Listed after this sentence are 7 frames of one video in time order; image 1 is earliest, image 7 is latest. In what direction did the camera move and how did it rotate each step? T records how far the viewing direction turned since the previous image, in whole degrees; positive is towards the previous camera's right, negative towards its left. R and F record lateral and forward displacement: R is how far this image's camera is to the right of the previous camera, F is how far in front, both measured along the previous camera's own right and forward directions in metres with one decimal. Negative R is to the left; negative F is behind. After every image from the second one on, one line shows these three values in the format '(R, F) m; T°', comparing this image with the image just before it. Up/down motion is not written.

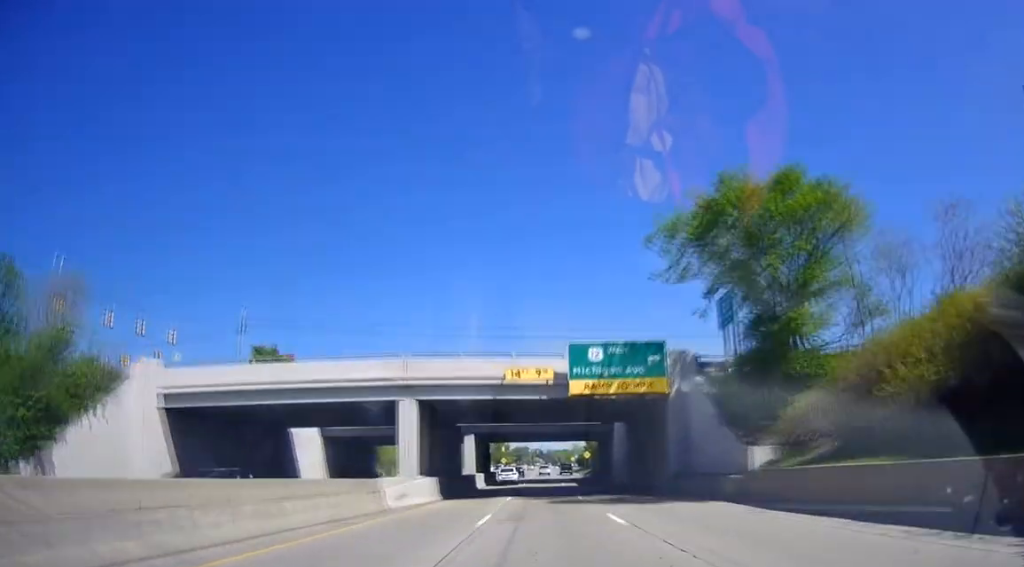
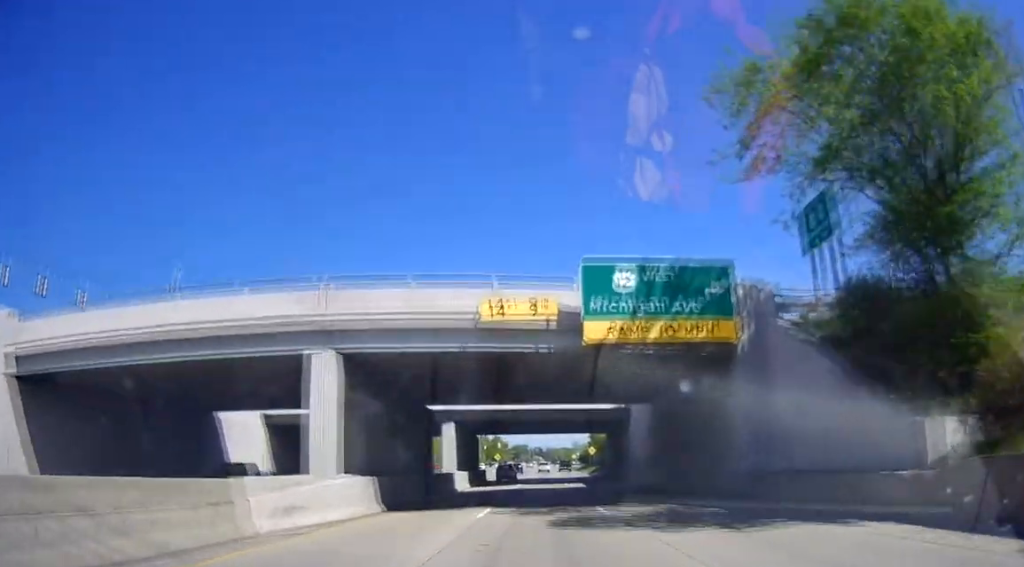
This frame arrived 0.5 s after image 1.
(0.0, +13.4) m; 0°
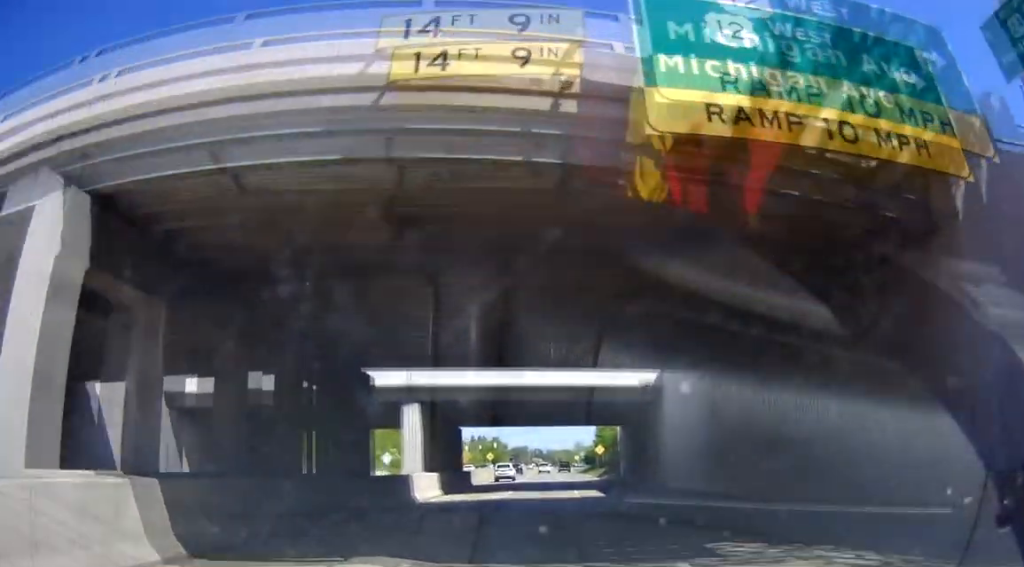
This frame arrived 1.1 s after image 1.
(0.0, +14.1) m; 0°
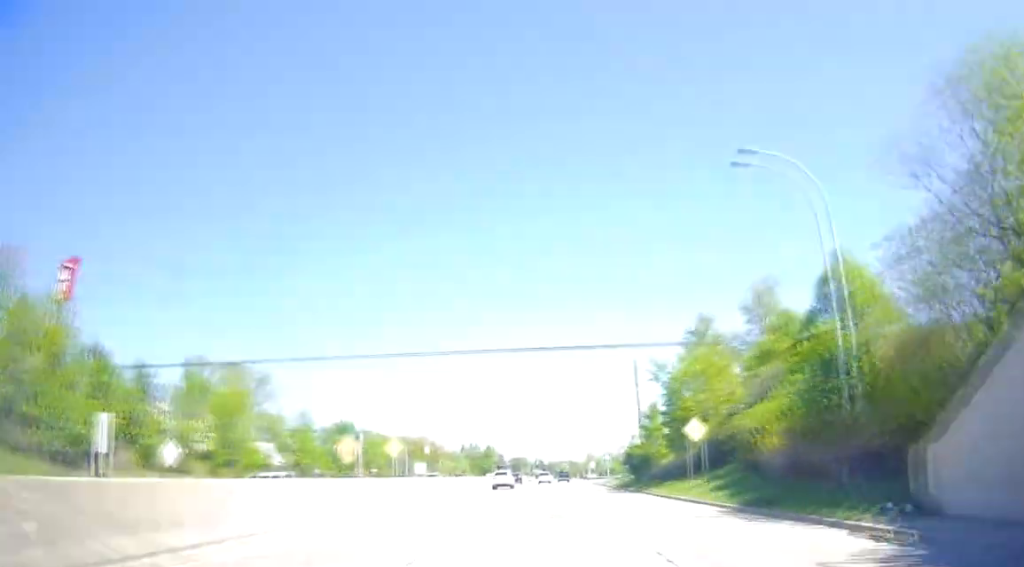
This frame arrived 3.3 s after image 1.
(-0.6, +55.0) m; 0°
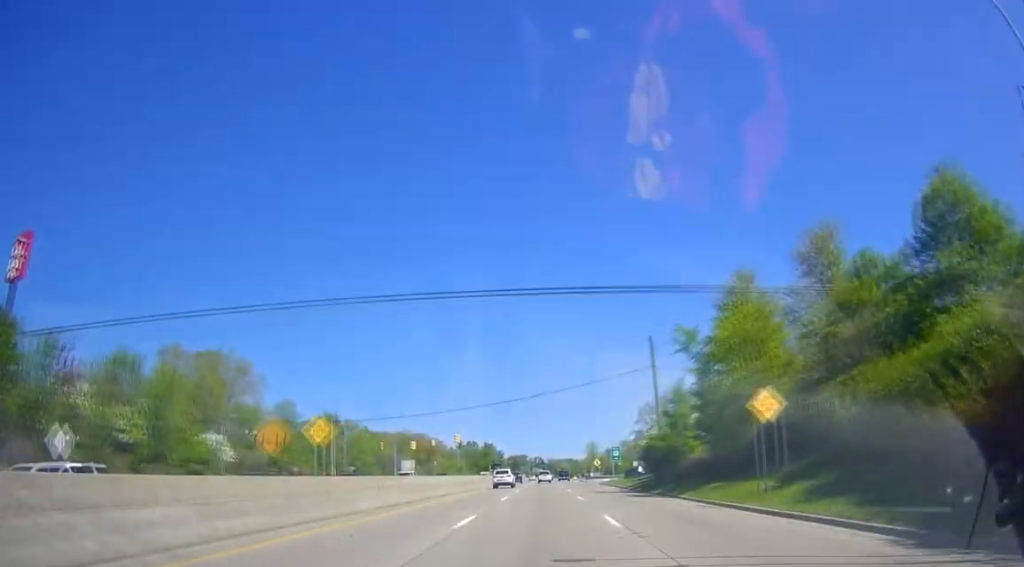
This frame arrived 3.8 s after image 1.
(+0.1, +10.6) m; 0°
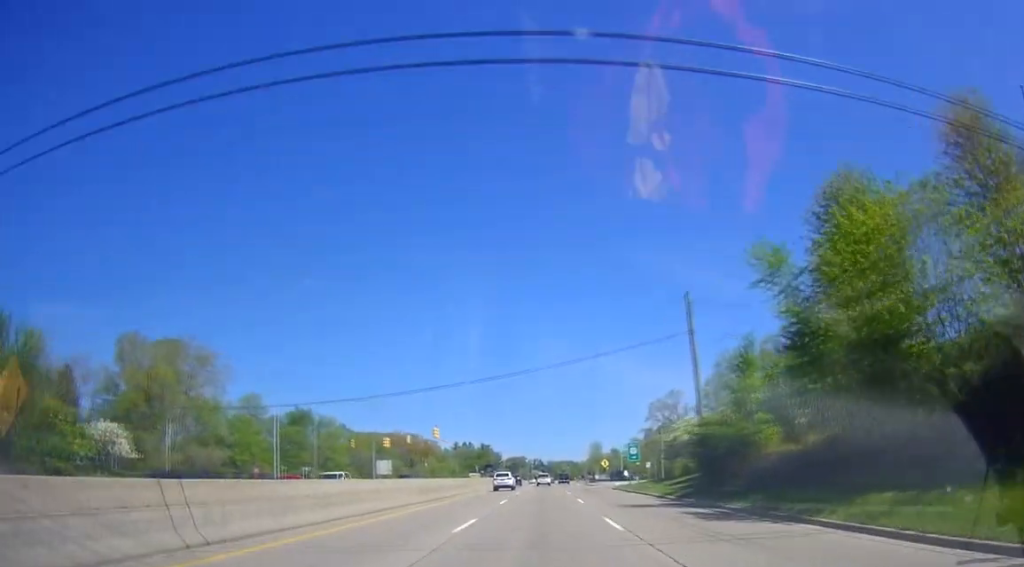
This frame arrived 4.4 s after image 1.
(0.0, +15.4) m; 0°
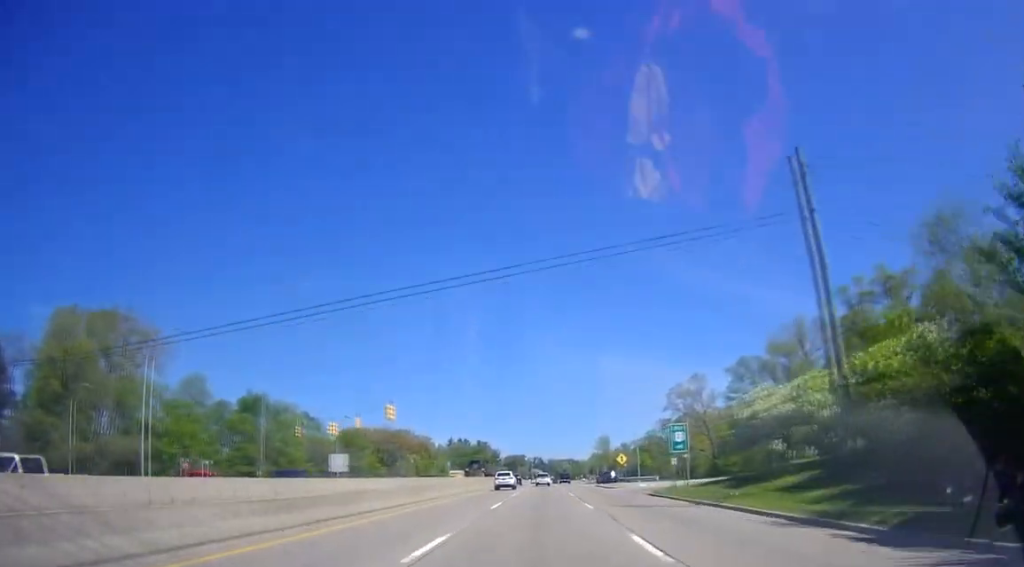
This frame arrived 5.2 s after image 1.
(0.0, +20.2) m; -1°
